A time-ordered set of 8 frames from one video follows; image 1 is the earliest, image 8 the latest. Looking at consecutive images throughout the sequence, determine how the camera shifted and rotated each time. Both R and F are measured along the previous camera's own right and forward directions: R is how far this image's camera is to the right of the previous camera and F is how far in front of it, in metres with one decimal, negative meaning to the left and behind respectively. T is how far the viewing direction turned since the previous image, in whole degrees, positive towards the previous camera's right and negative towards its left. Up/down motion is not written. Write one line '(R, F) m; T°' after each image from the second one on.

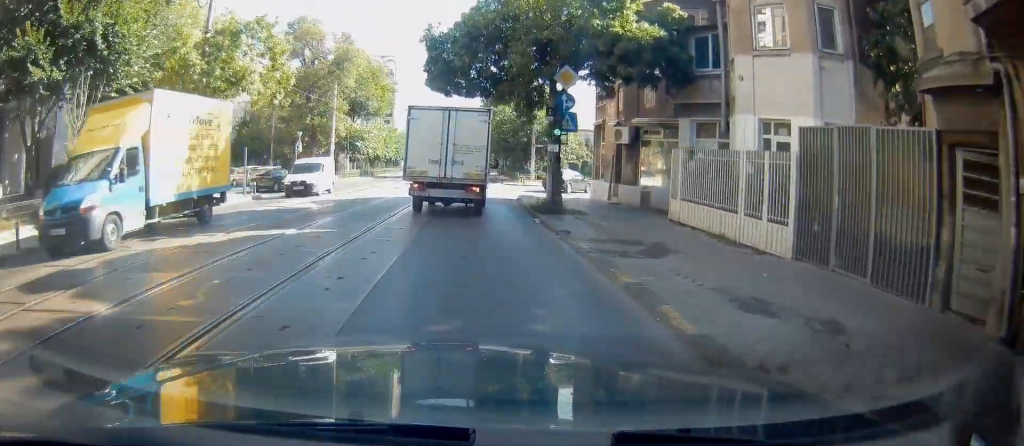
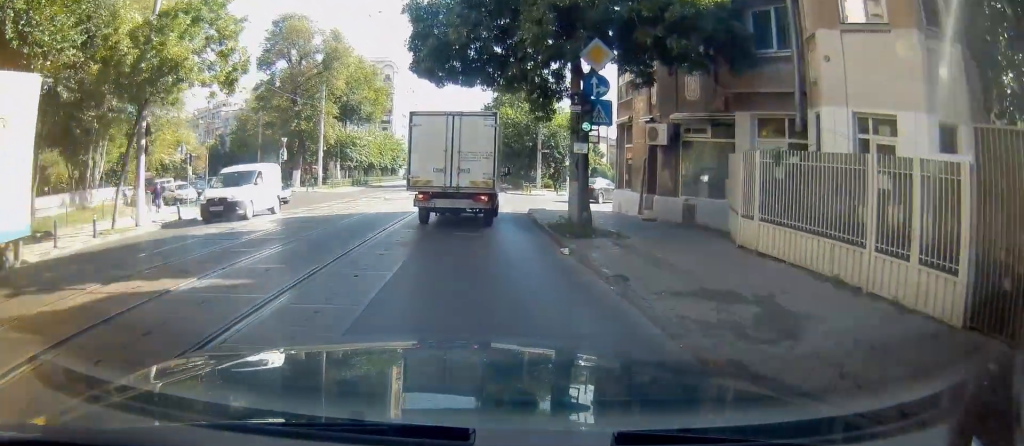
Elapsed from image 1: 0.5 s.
(+0.1, +4.7) m; 0°
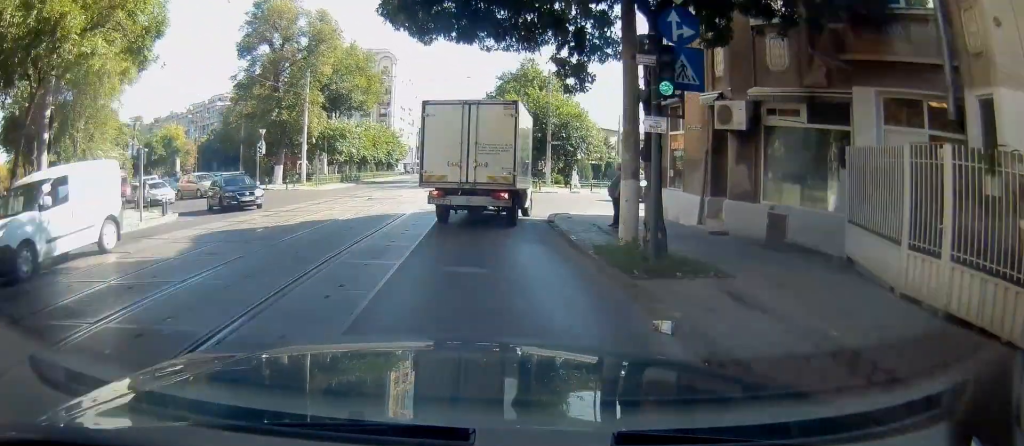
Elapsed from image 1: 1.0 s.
(+0.1, +5.7) m; 0°
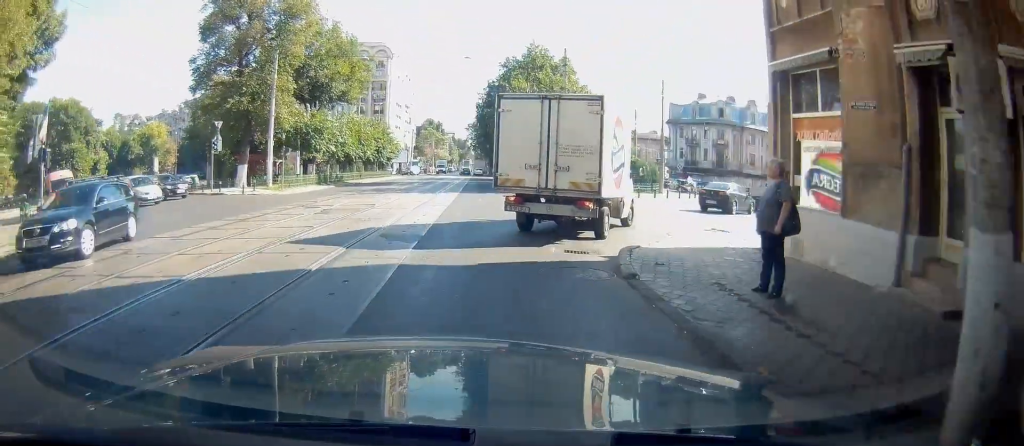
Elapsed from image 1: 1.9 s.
(-0.2, +8.5) m; -2°
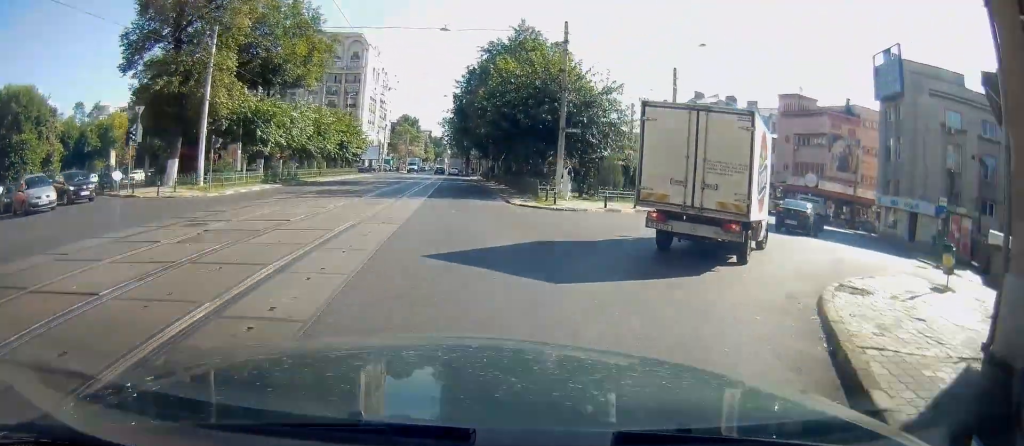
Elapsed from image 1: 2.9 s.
(-0.2, +8.3) m; +6°
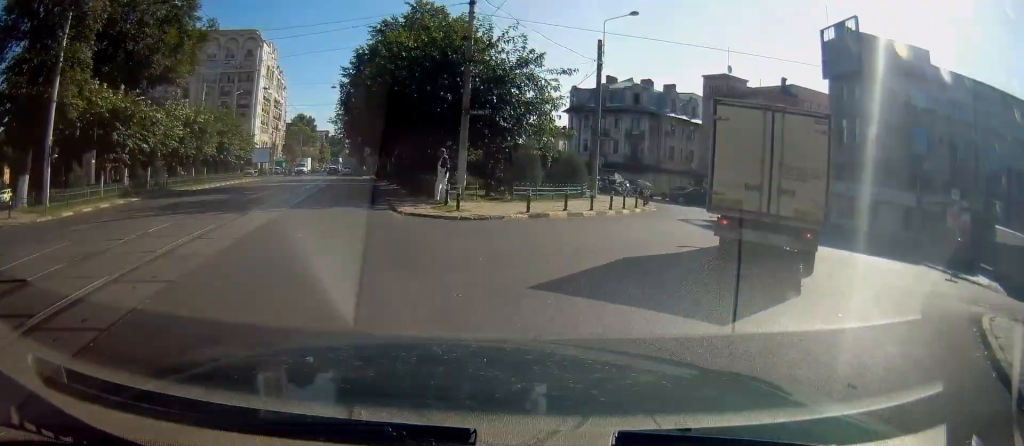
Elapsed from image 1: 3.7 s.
(+0.9, +6.4) m; +8°
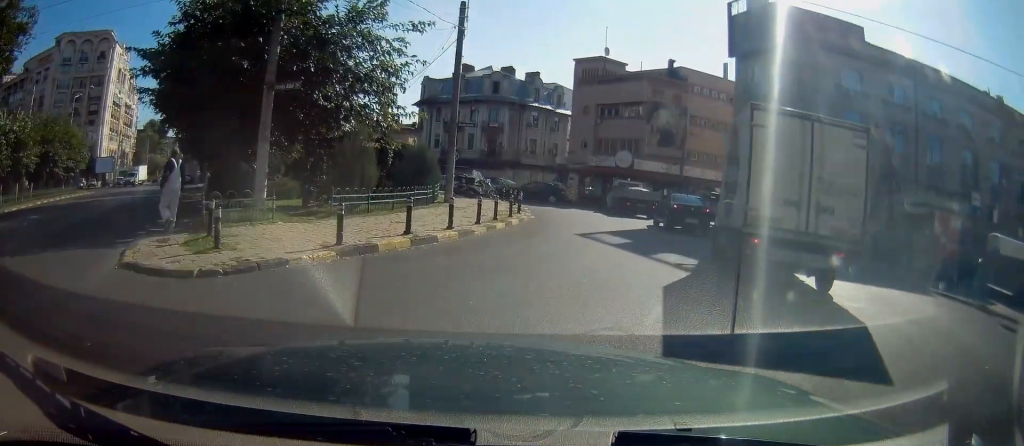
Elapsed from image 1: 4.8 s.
(+0.4, +7.8) m; +12°
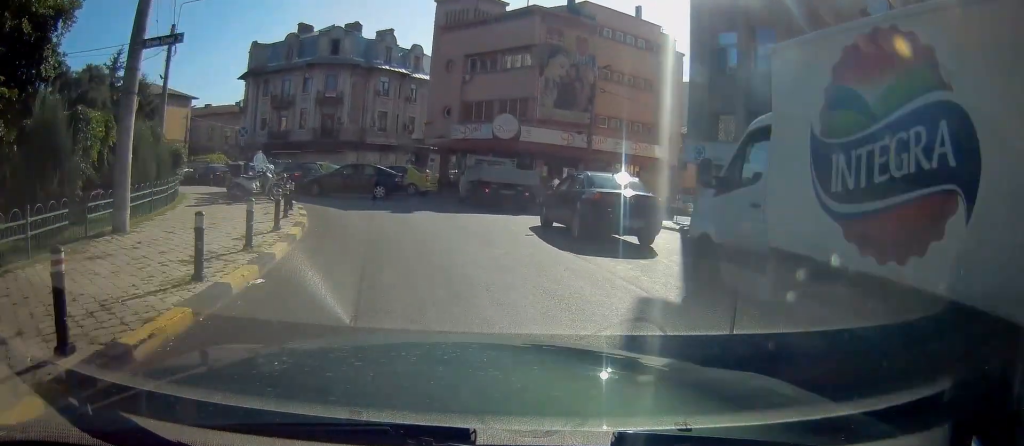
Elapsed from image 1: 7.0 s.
(+3.7, +15.1) m; +19°
